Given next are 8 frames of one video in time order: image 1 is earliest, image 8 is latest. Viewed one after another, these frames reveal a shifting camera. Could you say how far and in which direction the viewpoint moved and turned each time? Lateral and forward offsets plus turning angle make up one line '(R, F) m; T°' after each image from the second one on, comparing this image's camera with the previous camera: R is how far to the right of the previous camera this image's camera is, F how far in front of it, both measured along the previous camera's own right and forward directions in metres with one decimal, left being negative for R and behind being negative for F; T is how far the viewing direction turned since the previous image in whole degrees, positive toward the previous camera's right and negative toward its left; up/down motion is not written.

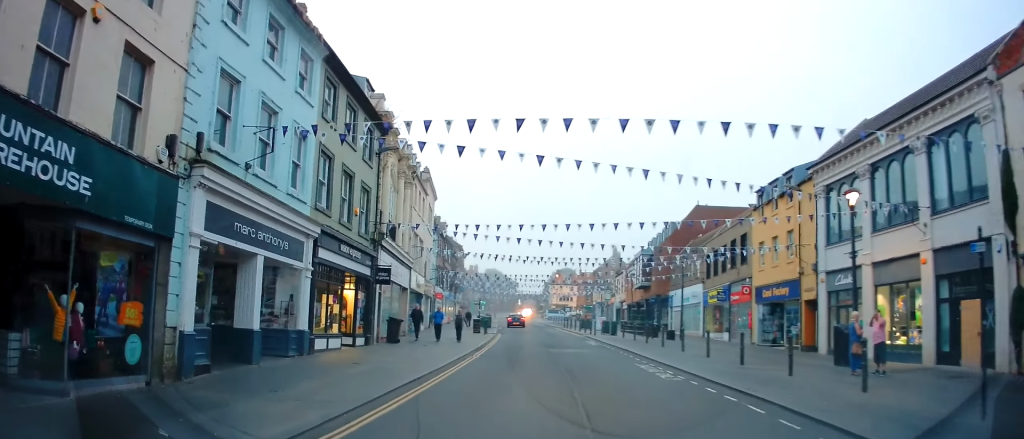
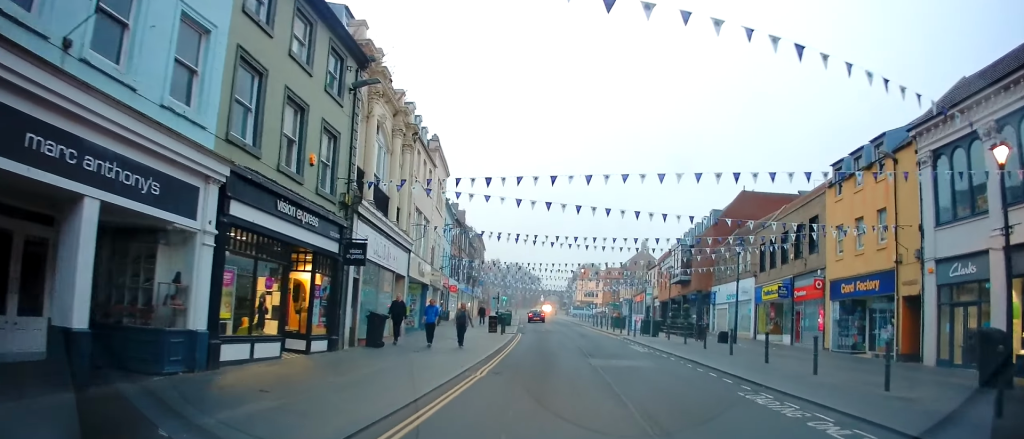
(-0.5, +6.5) m; -5°
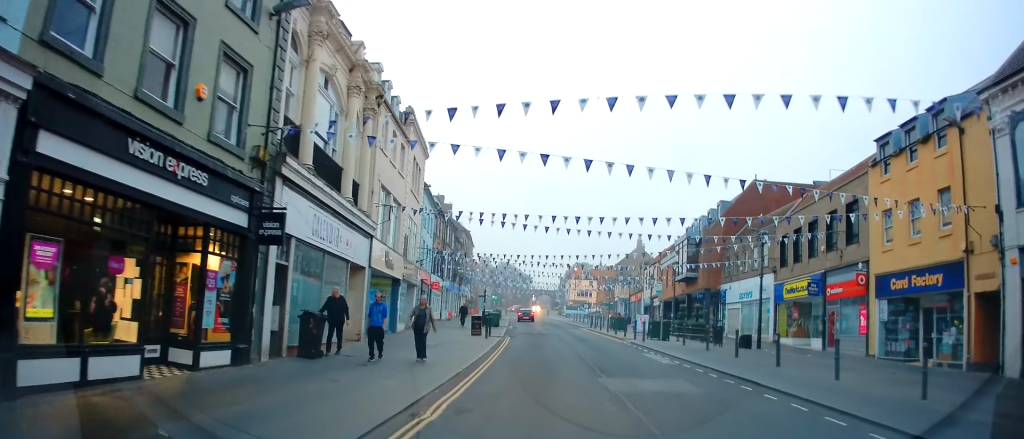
(-0.2, +4.8) m; +2°
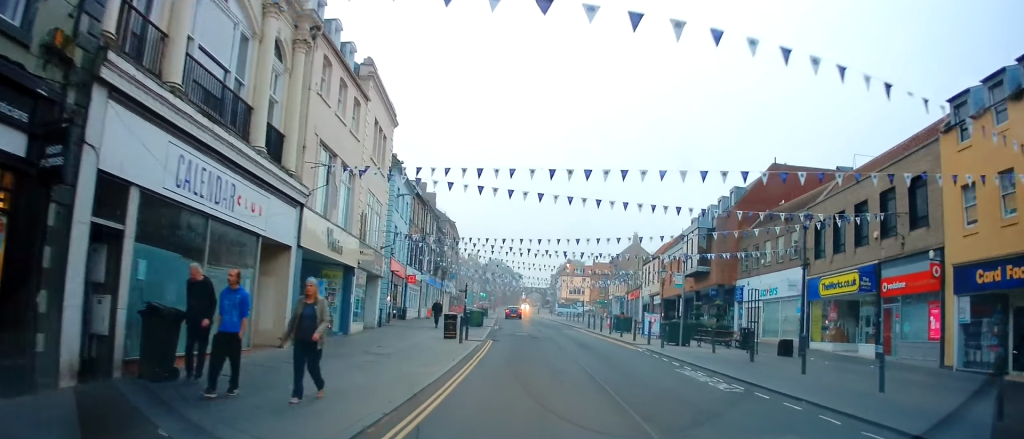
(+0.3, +6.0) m; +3°
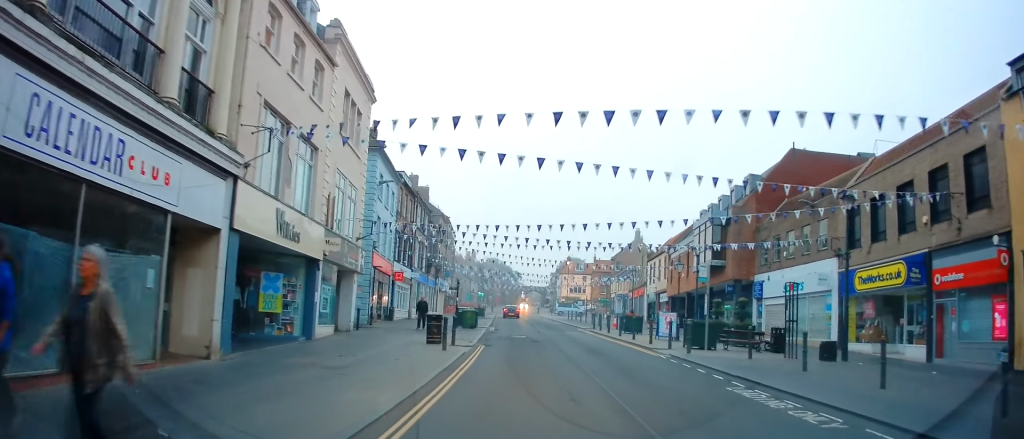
(0.0, +3.7) m; 0°
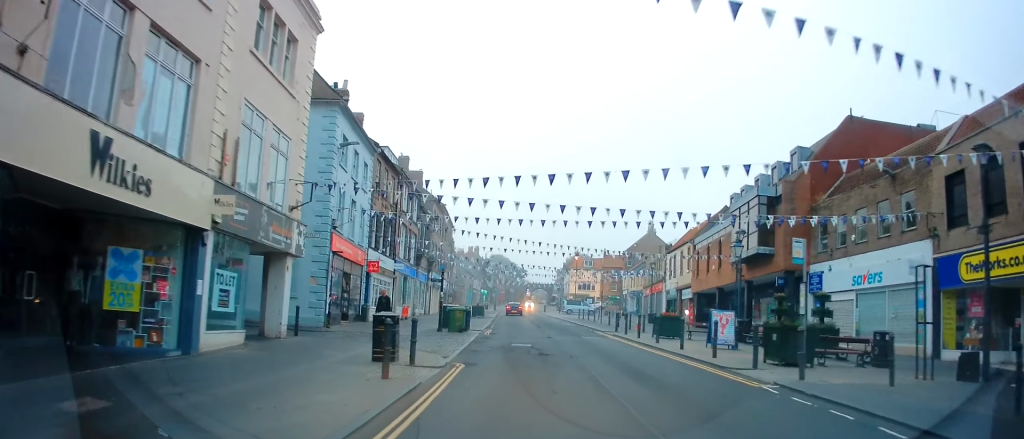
(0.0, +7.4) m; -2°
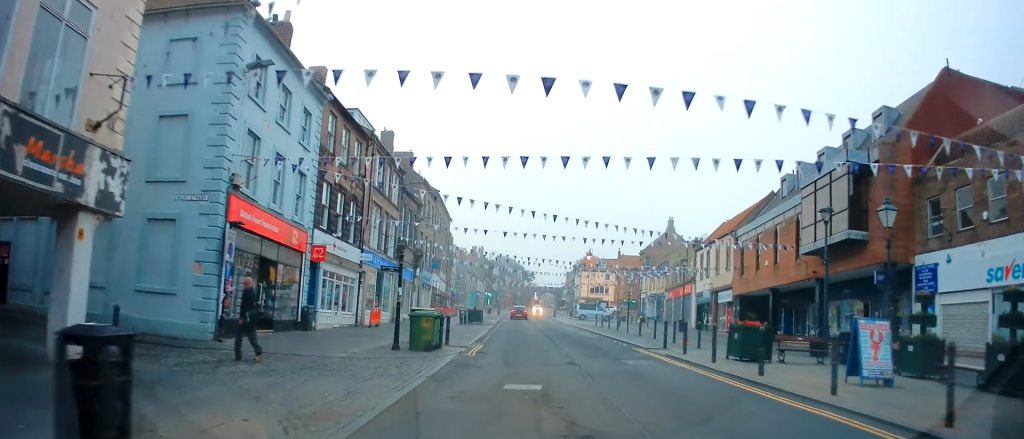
(-0.3, +9.1) m; 0°
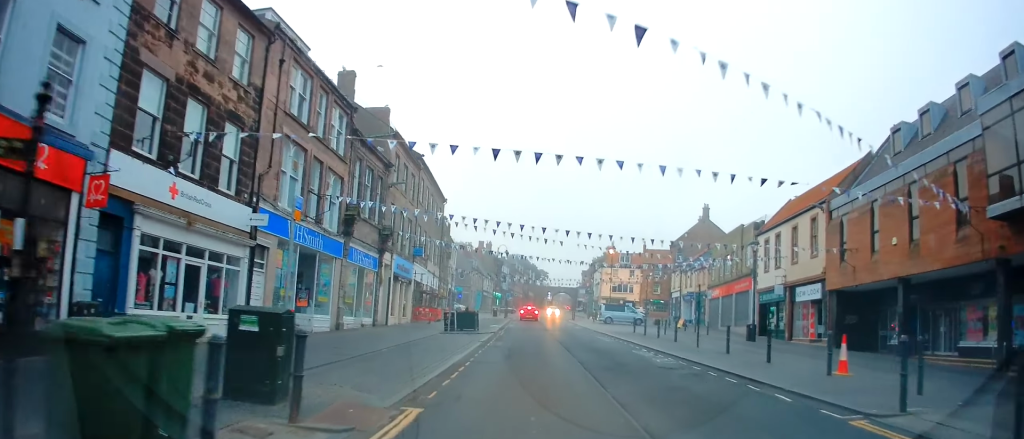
(+0.2, +12.8) m; -1°
